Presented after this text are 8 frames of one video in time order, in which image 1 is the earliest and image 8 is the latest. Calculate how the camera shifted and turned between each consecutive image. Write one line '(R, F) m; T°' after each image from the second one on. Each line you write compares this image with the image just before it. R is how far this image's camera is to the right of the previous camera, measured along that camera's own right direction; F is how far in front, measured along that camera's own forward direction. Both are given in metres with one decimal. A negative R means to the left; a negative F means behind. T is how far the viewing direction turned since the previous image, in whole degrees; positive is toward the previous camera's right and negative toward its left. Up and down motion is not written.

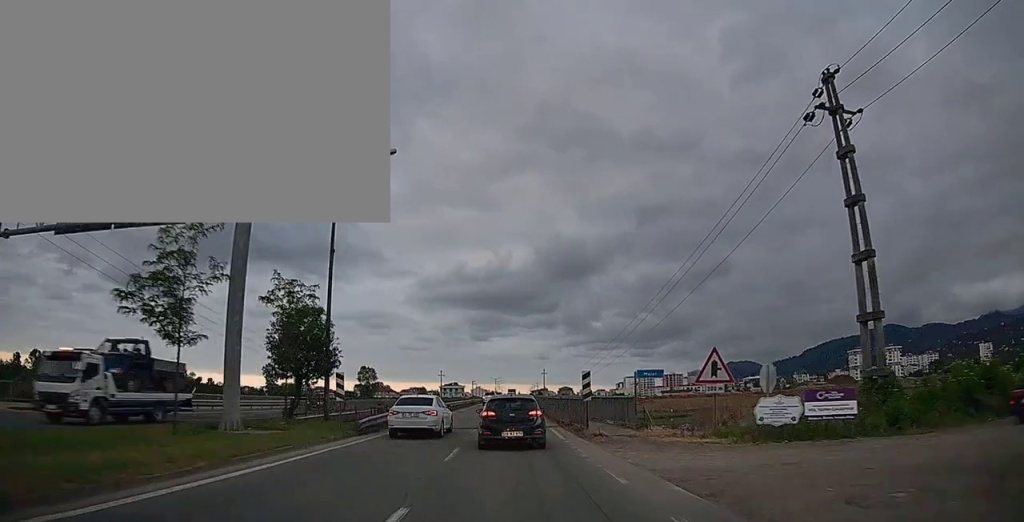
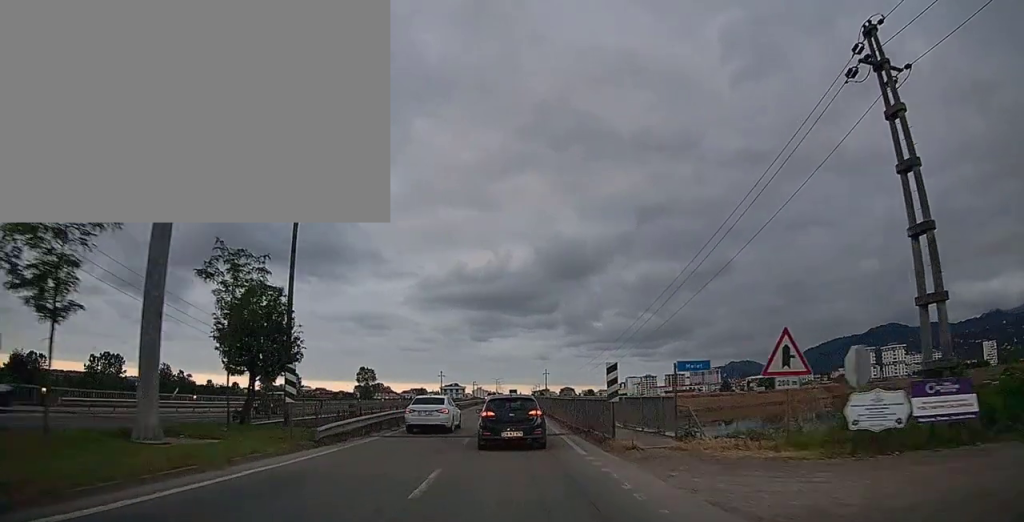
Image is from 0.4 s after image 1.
(+0.1, +4.8) m; 0°
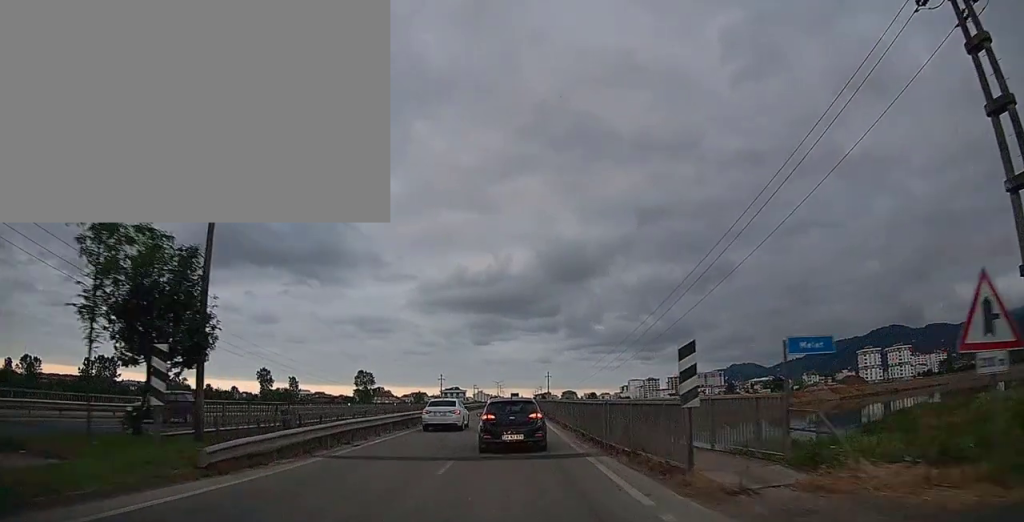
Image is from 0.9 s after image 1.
(0.0, +6.3) m; 0°
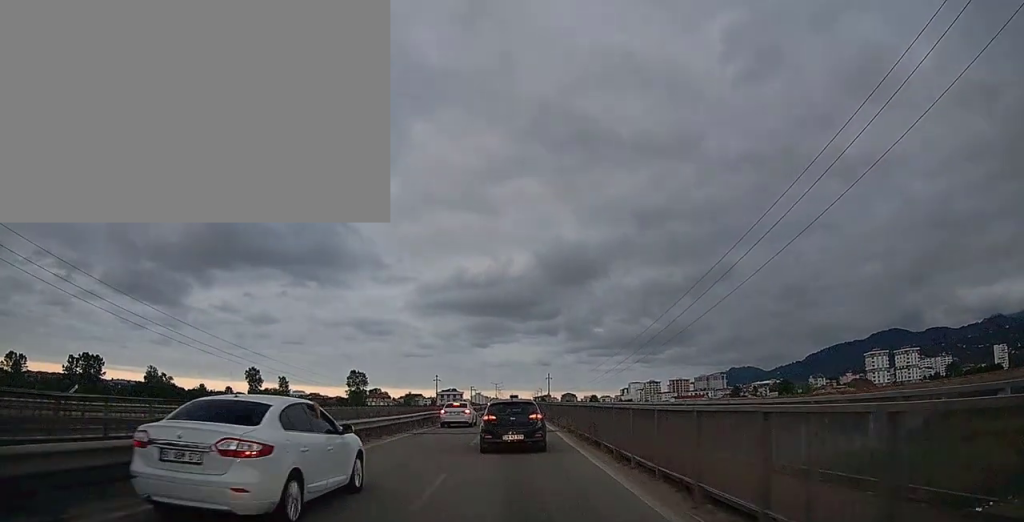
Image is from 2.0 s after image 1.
(0.0, +12.2) m; 0°
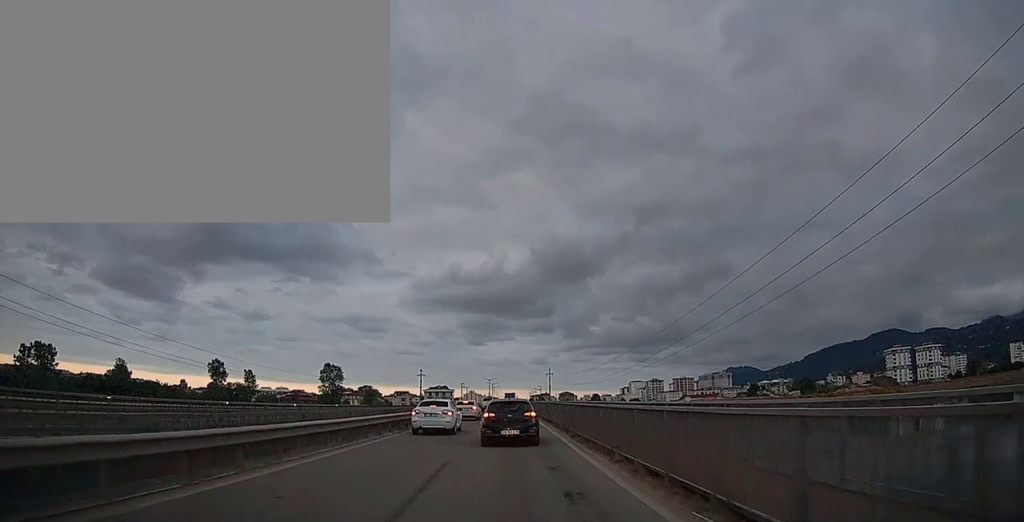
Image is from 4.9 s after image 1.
(+0.5, +34.9) m; 0°
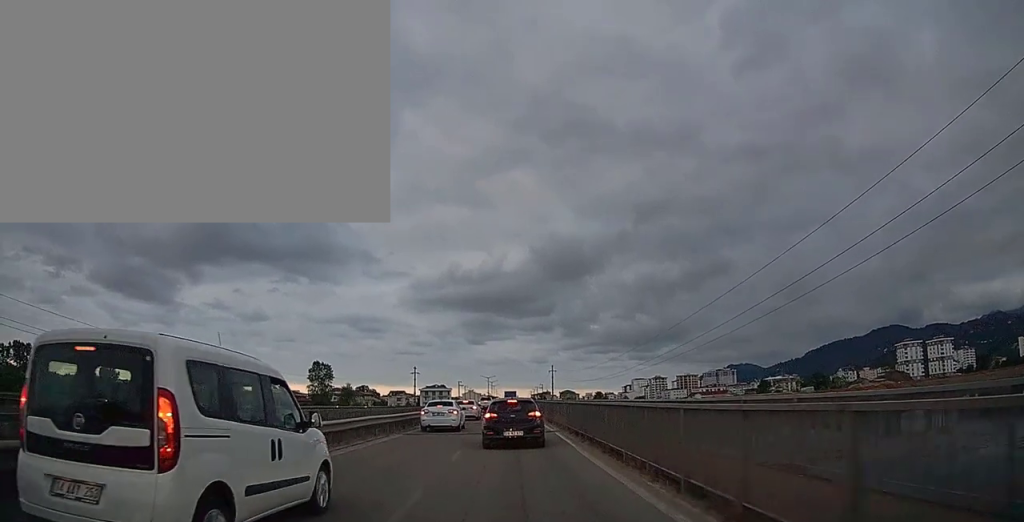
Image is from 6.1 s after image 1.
(0.0, +14.7) m; 0°
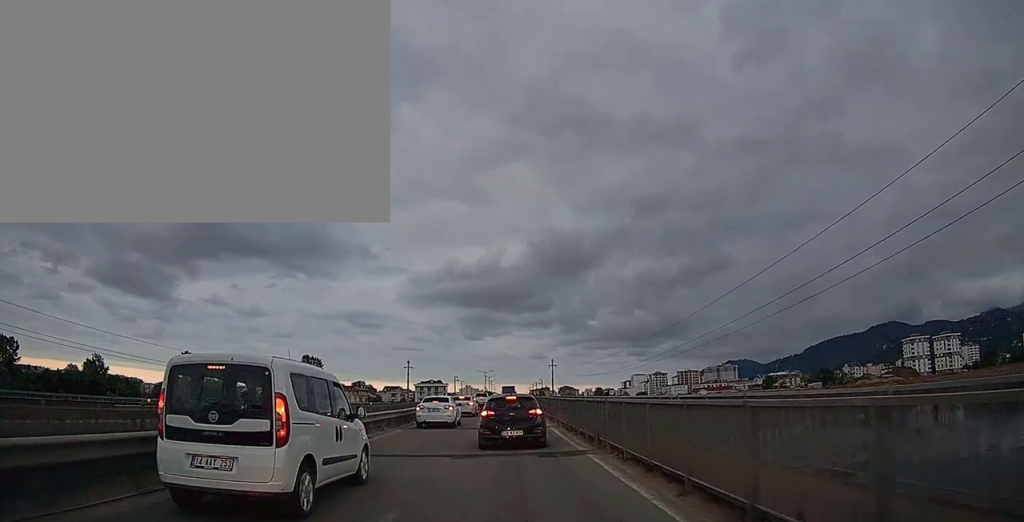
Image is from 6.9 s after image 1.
(+0.1, +10.3) m; 0°
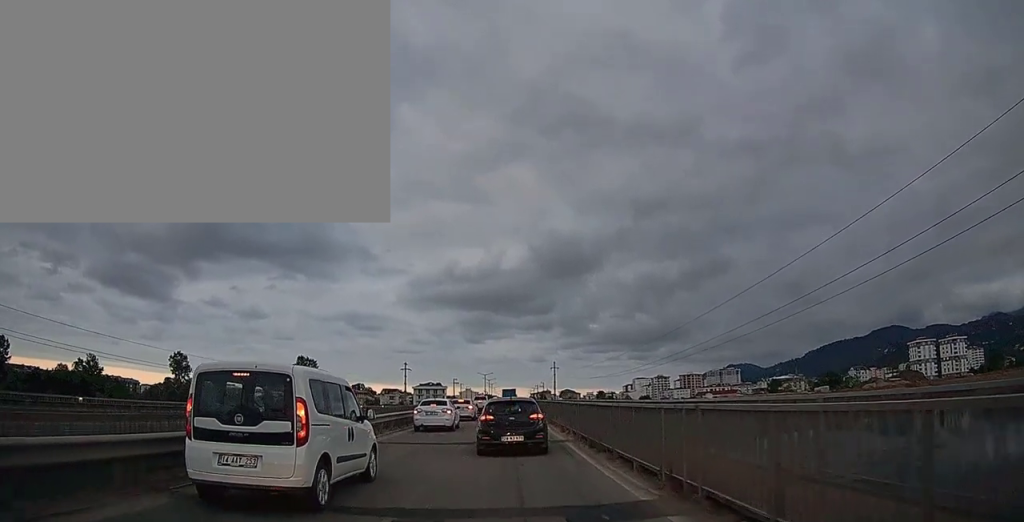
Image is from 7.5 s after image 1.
(0.0, +6.9) m; 0°
